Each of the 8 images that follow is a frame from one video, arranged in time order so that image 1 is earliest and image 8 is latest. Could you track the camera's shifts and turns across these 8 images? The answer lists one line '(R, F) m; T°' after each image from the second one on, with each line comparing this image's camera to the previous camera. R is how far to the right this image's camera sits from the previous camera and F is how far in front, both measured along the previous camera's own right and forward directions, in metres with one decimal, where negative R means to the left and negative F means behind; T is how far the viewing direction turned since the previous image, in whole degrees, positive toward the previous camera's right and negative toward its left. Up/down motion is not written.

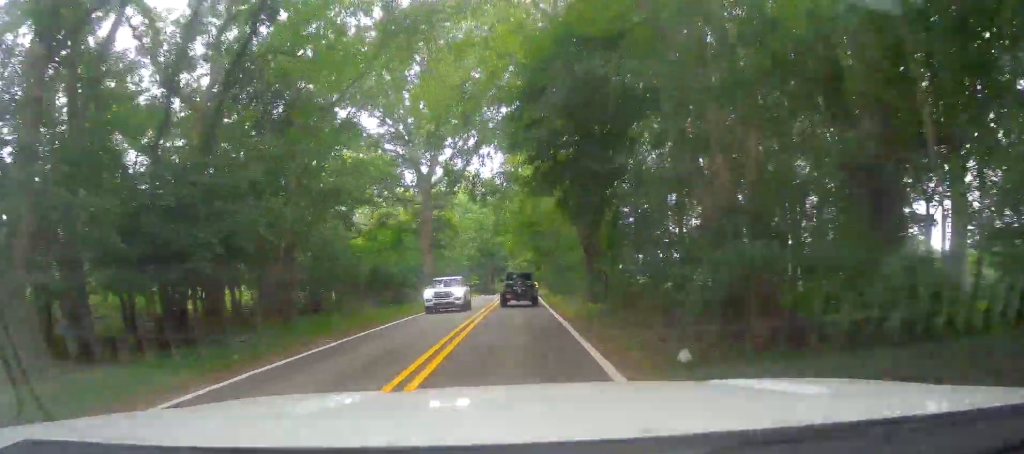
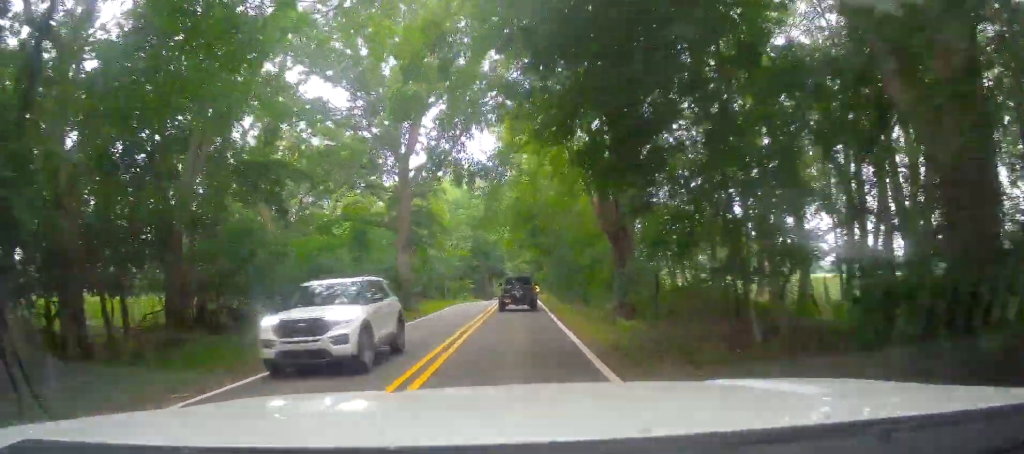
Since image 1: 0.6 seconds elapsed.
(-0.3, +7.4) m; -2°
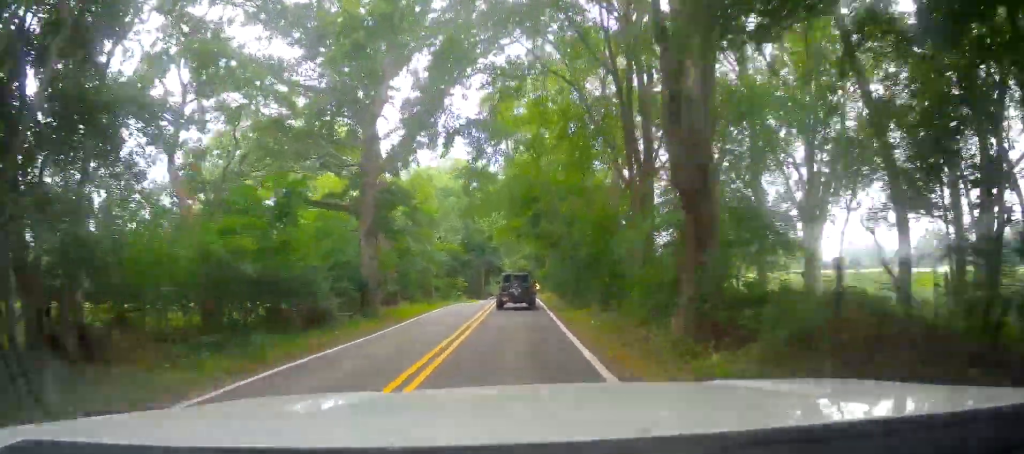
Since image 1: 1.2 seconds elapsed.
(-0.1, +7.4) m; -1°
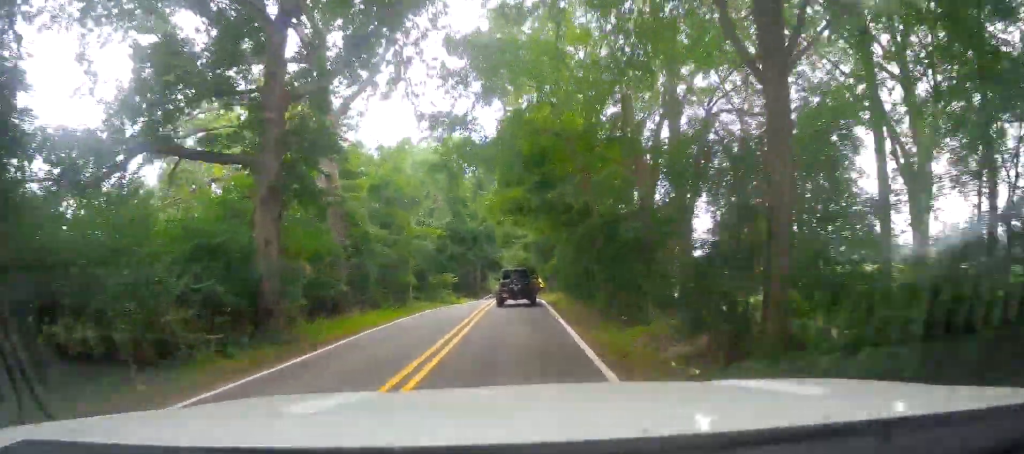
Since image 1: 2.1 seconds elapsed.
(0.0, +10.6) m; +1°
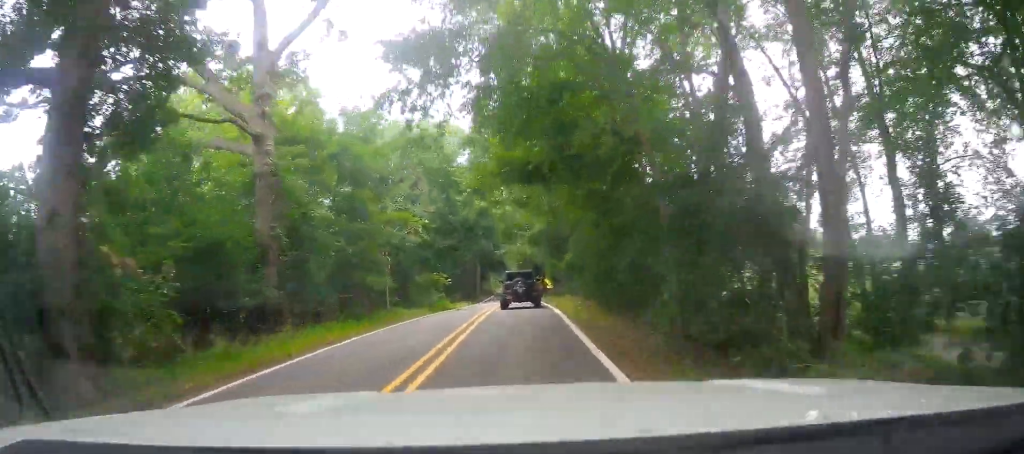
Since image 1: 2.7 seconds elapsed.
(0.0, +8.2) m; +2°
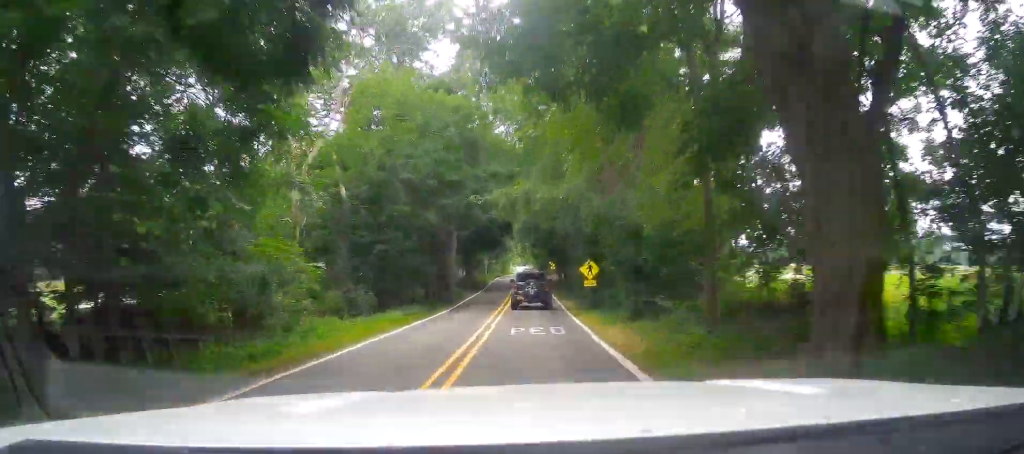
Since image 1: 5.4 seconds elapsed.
(+0.5, +33.1) m; 0°
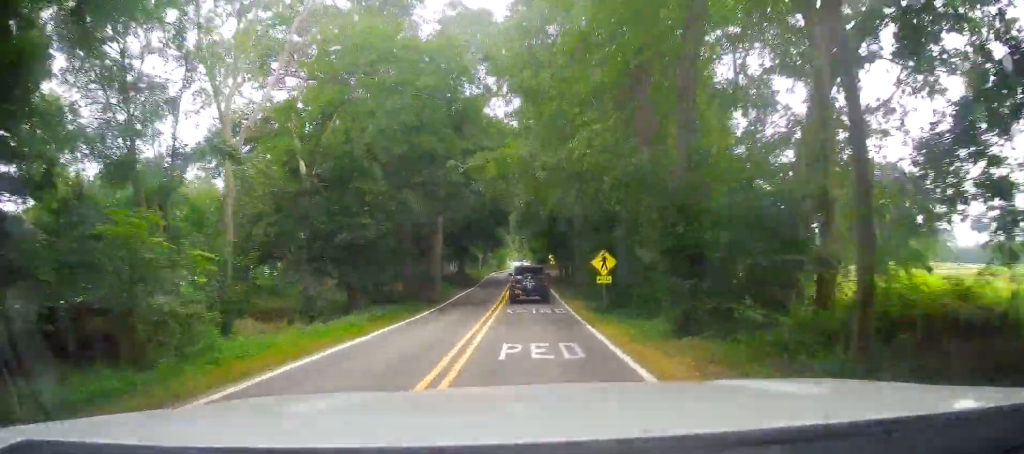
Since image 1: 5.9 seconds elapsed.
(+0.2, +6.2) m; 0°
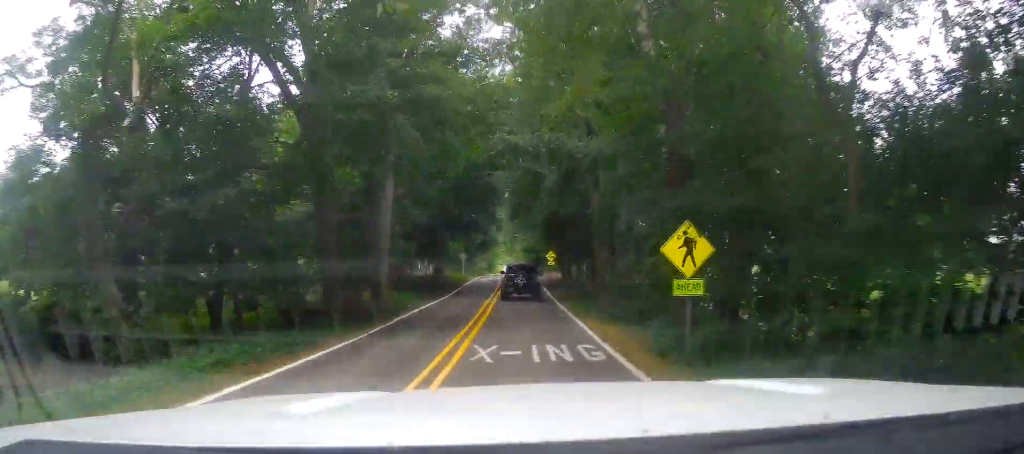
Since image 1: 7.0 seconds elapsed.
(-0.5, +13.0) m; 0°
